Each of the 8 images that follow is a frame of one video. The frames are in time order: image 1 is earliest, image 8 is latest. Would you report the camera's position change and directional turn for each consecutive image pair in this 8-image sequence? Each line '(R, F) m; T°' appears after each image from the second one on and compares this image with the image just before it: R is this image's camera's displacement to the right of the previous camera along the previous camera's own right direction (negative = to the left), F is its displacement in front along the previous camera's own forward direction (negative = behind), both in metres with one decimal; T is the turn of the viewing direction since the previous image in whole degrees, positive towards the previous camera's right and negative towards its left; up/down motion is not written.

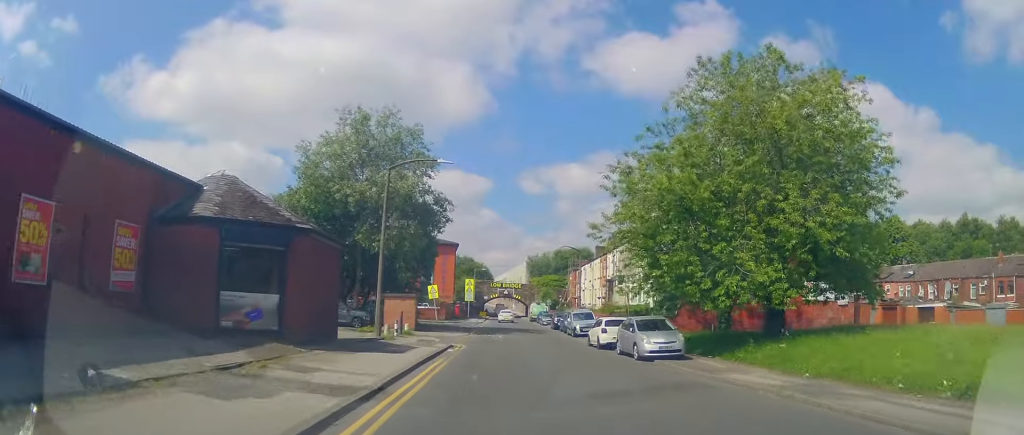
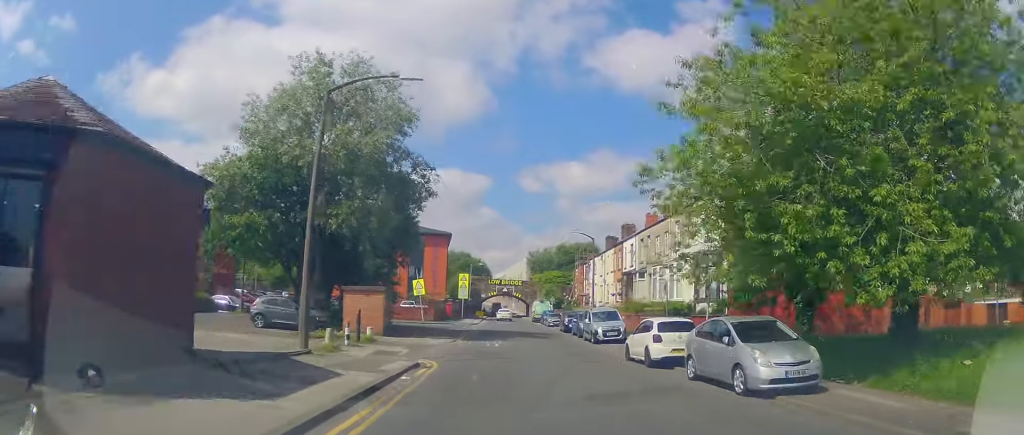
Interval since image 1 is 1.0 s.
(+0.2, +8.4) m; +1°
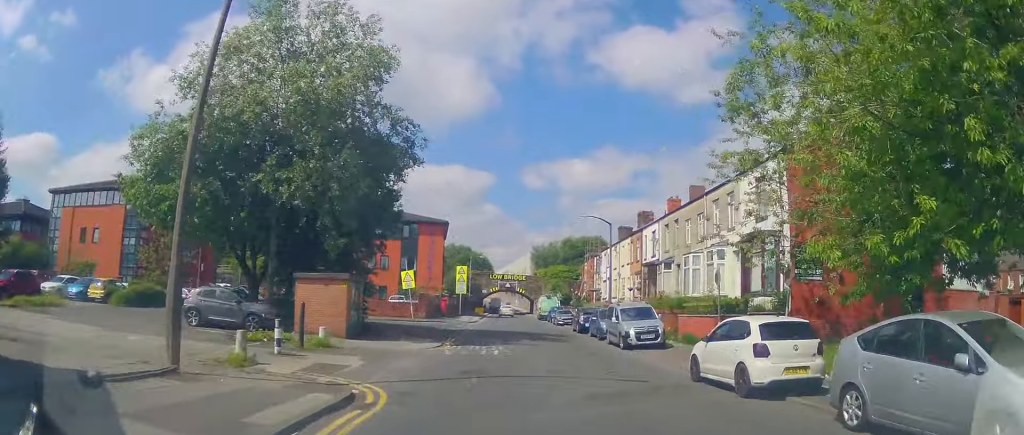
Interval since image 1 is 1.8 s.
(0.0, +7.2) m; -1°
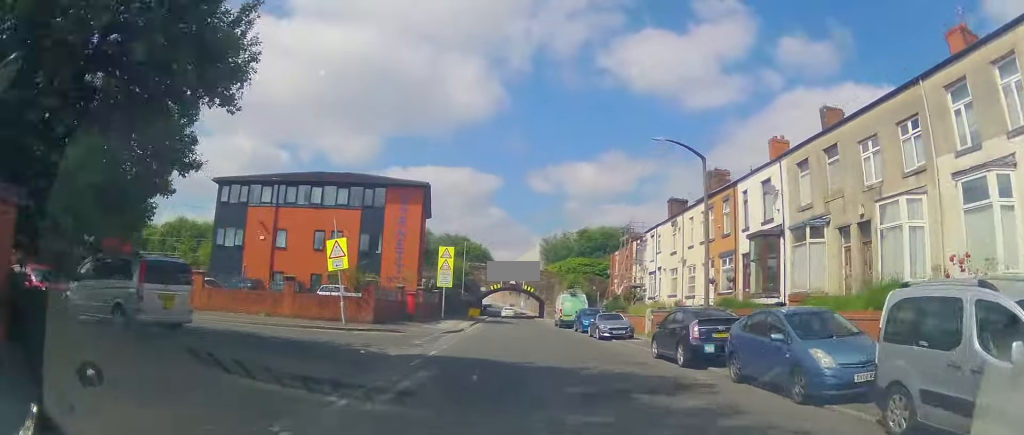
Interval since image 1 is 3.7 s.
(-0.1, +19.1) m; 0°
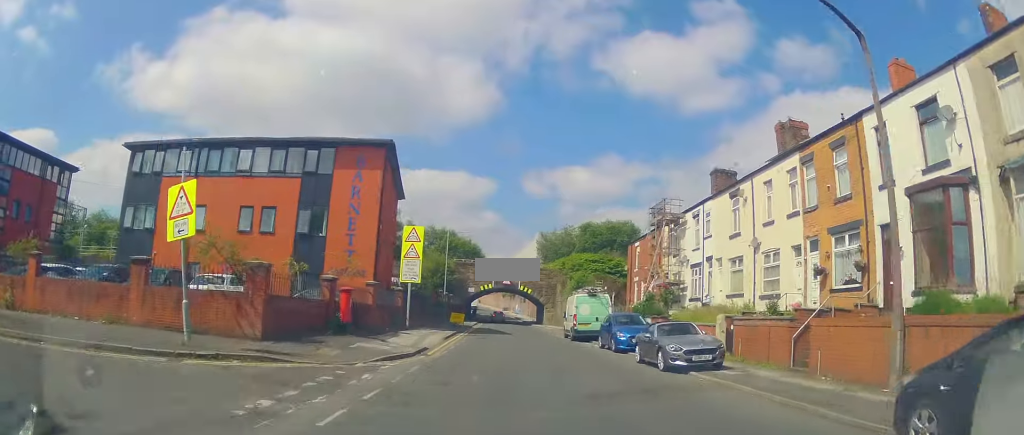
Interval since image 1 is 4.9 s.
(-0.1, +12.0) m; +1°
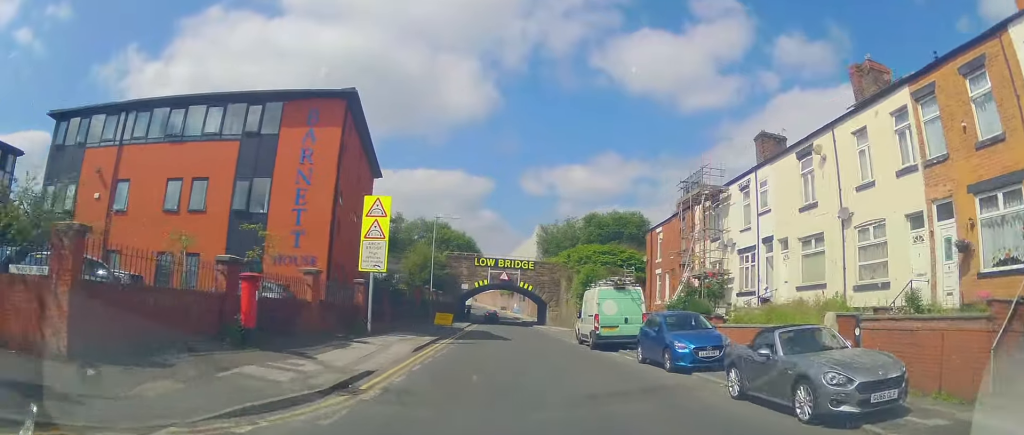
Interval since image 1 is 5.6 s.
(+0.1, +7.6) m; +1°
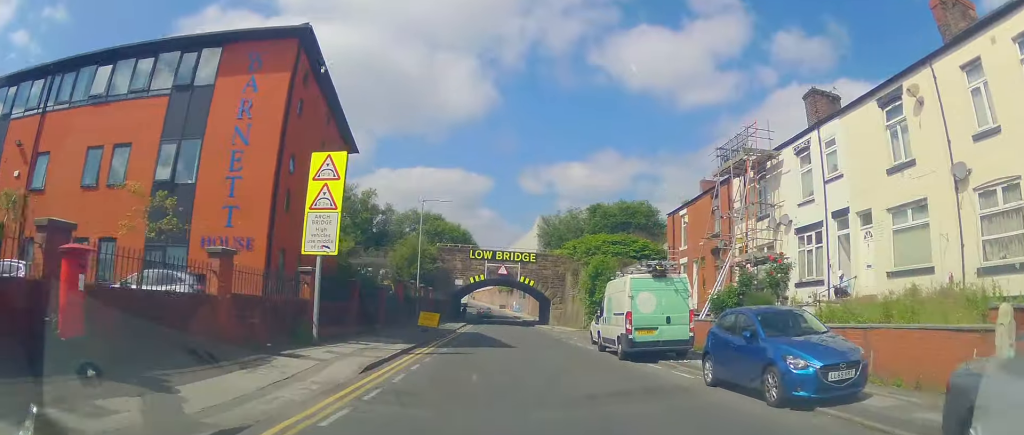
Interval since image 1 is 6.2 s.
(+0.4, +5.9) m; 0°
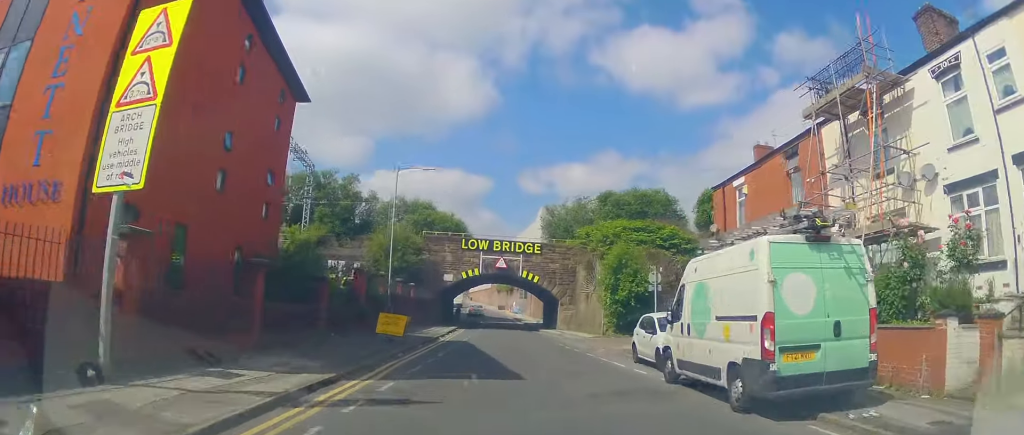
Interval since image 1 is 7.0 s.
(-0.5, +8.7) m; -1°
